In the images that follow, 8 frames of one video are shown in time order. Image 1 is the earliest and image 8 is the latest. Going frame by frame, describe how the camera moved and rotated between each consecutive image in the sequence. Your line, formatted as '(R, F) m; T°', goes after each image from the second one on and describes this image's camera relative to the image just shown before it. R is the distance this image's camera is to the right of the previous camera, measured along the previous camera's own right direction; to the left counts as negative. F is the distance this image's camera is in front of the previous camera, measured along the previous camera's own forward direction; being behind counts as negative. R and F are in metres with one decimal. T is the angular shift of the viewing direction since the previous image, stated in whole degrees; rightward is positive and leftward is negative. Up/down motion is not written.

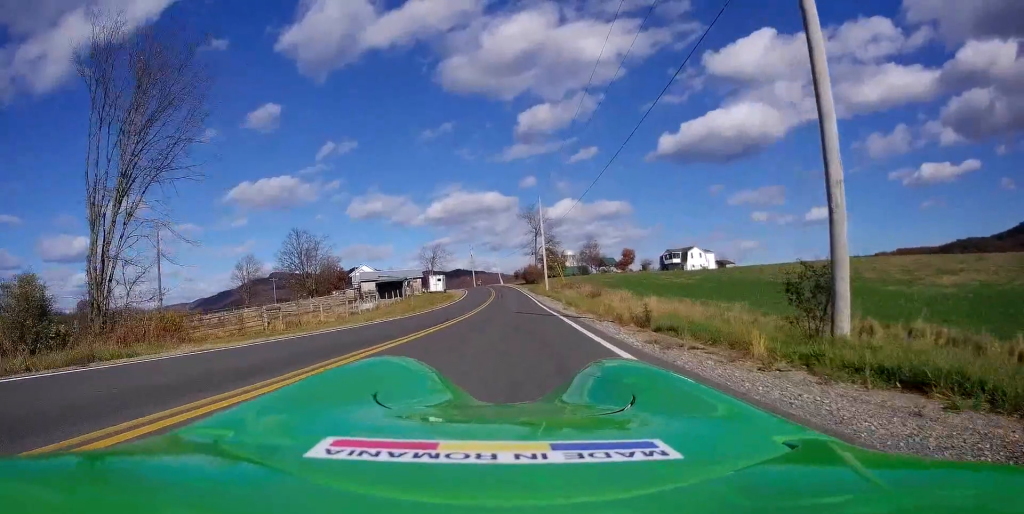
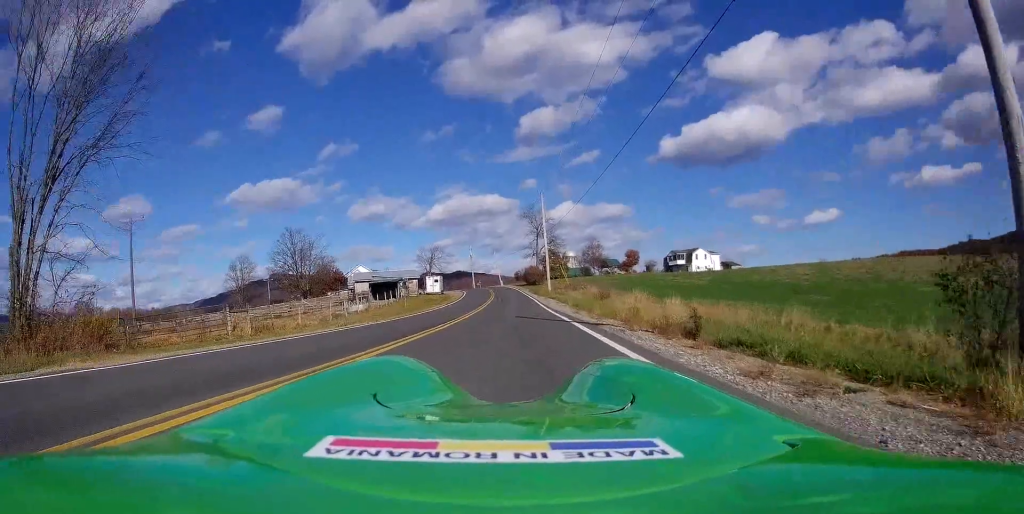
(0.0, +4.1) m; 0°
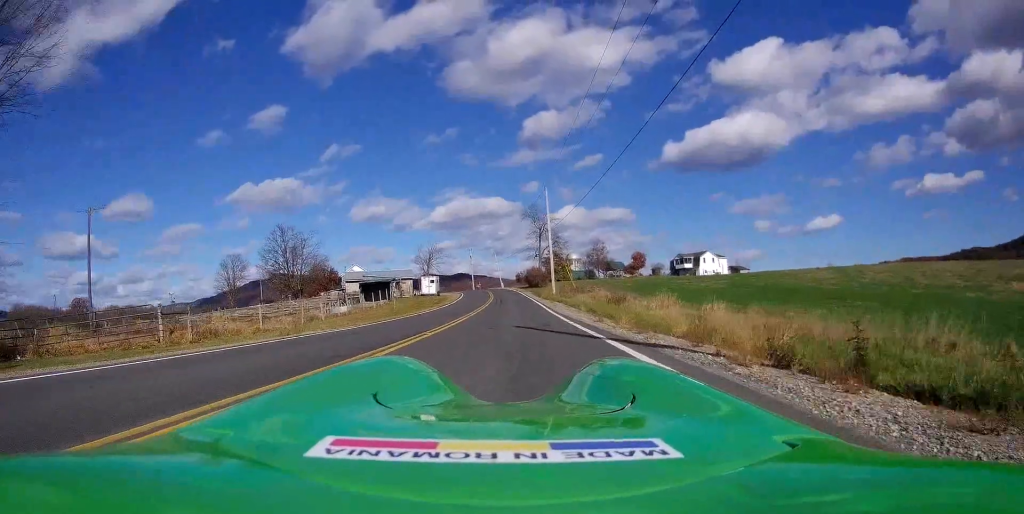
(0.0, +5.3) m; 0°
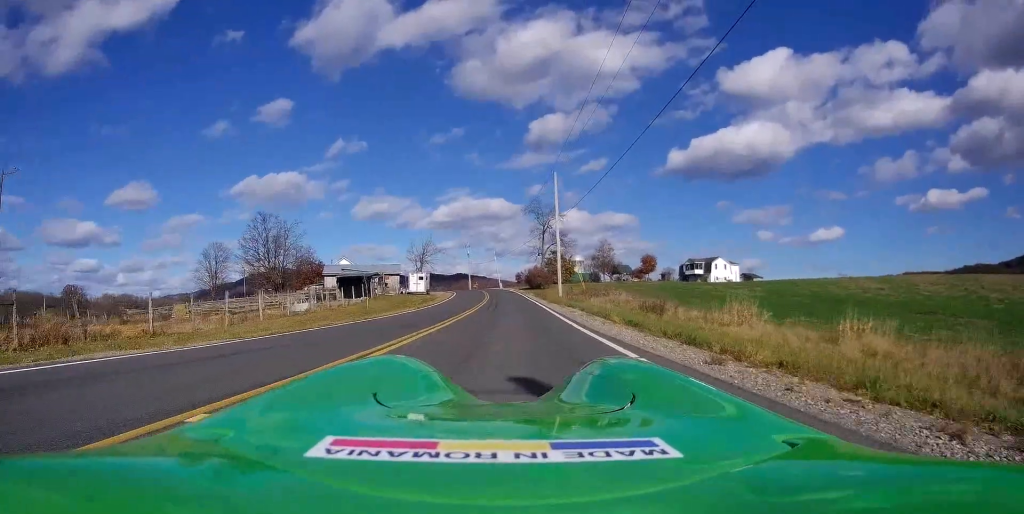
(+0.2, +9.4) m; +1°
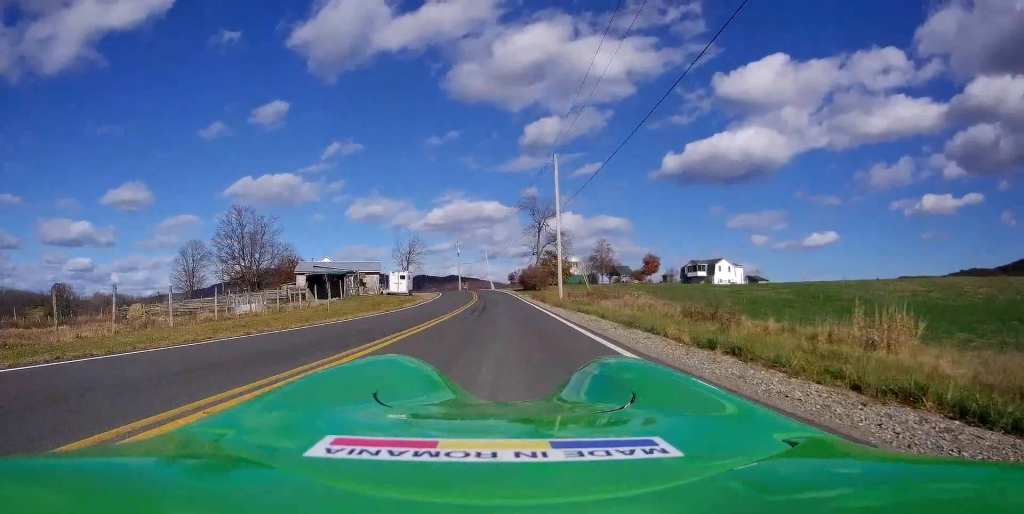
(-0.2, +7.4) m; -1°
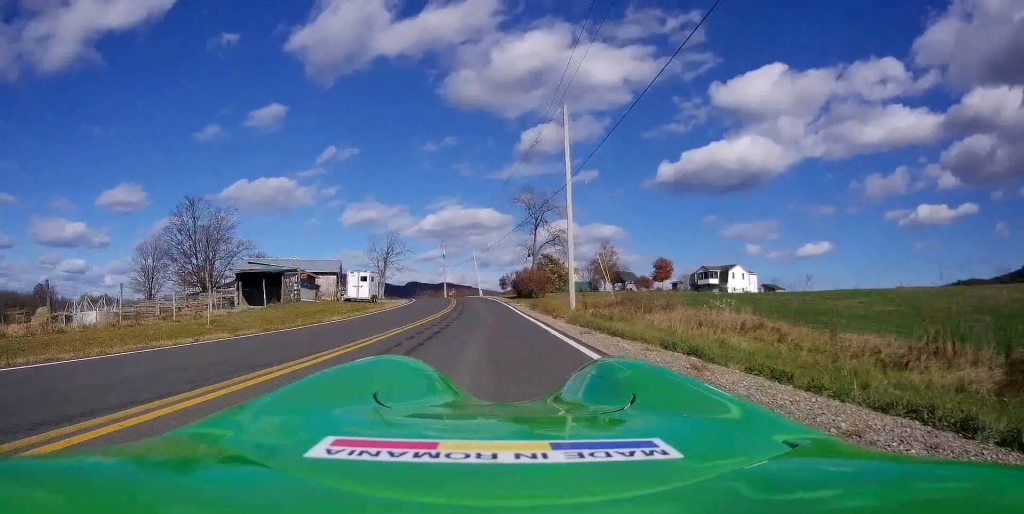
(+0.3, +13.6) m; +3°
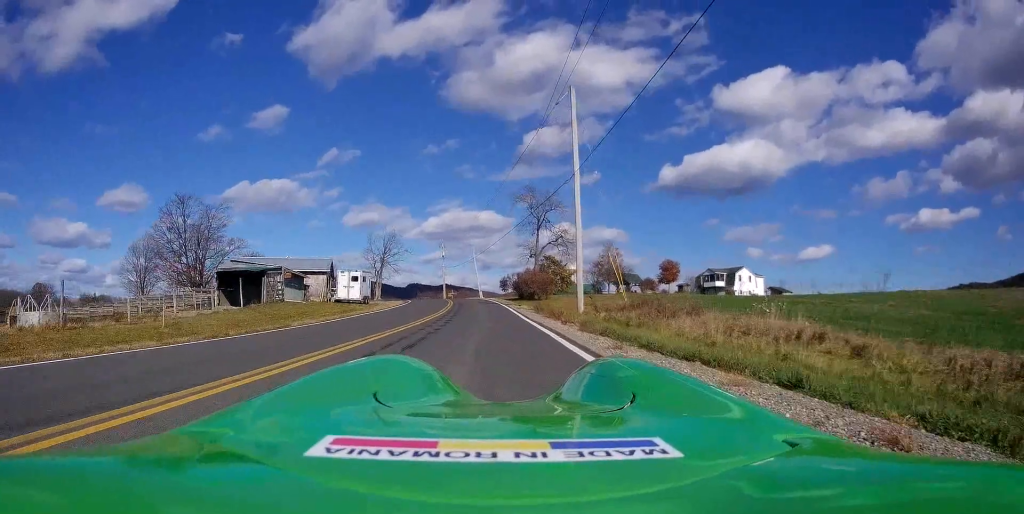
(-0.1, +3.3) m; 0°
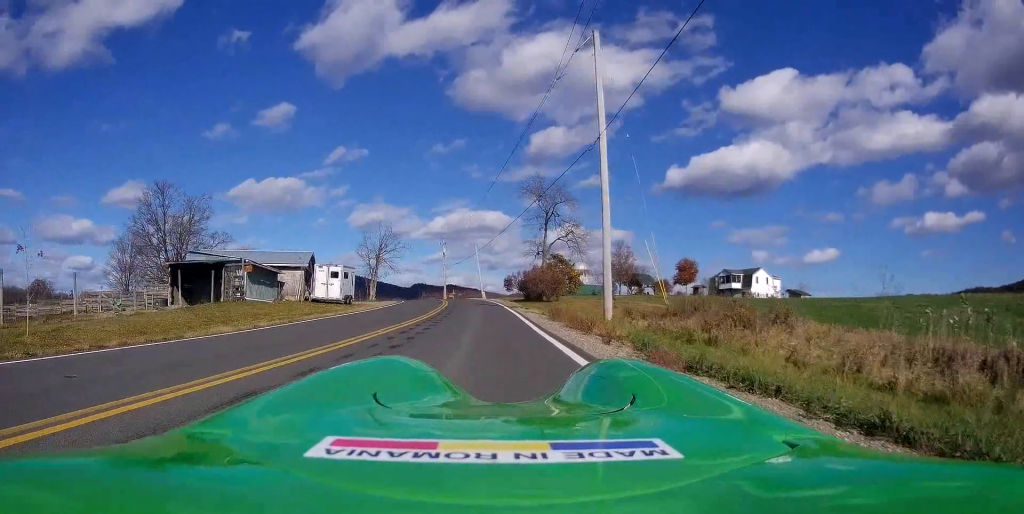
(+0.3, +6.7) m; -1°
